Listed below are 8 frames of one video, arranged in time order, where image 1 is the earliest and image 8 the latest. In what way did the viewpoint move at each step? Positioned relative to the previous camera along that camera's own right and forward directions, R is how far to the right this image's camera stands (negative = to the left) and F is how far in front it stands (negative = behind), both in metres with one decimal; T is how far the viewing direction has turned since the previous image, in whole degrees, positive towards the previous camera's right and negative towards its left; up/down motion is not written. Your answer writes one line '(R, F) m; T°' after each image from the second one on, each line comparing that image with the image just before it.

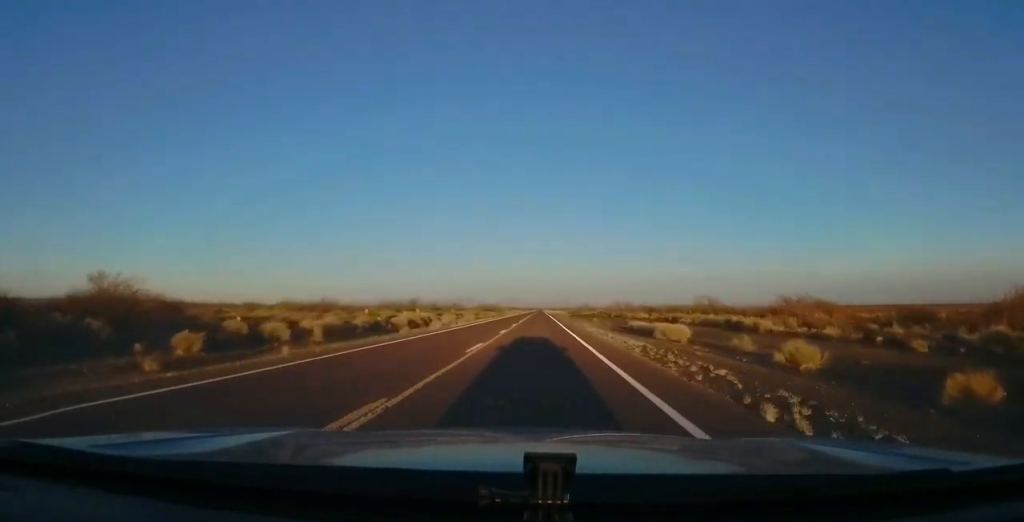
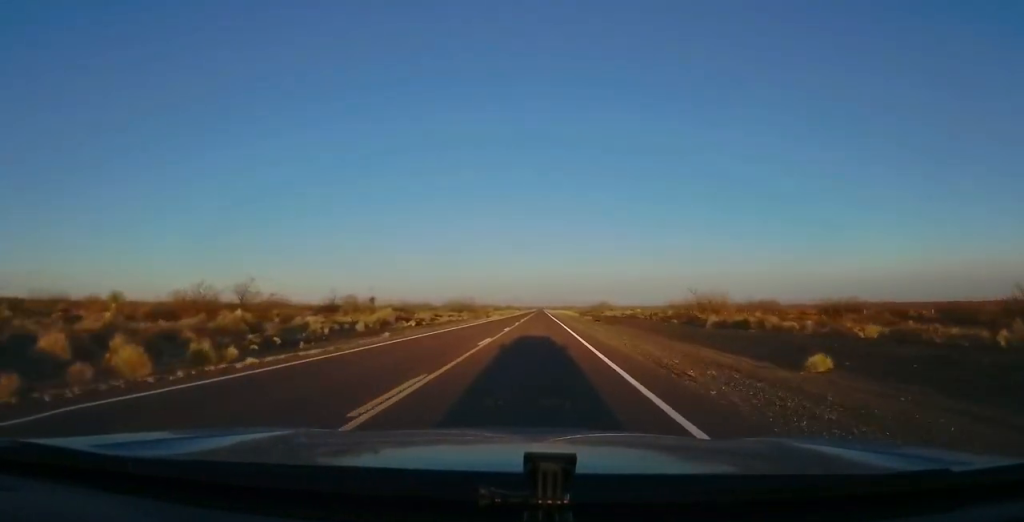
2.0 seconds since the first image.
(+0.4, +57.7) m; +1°
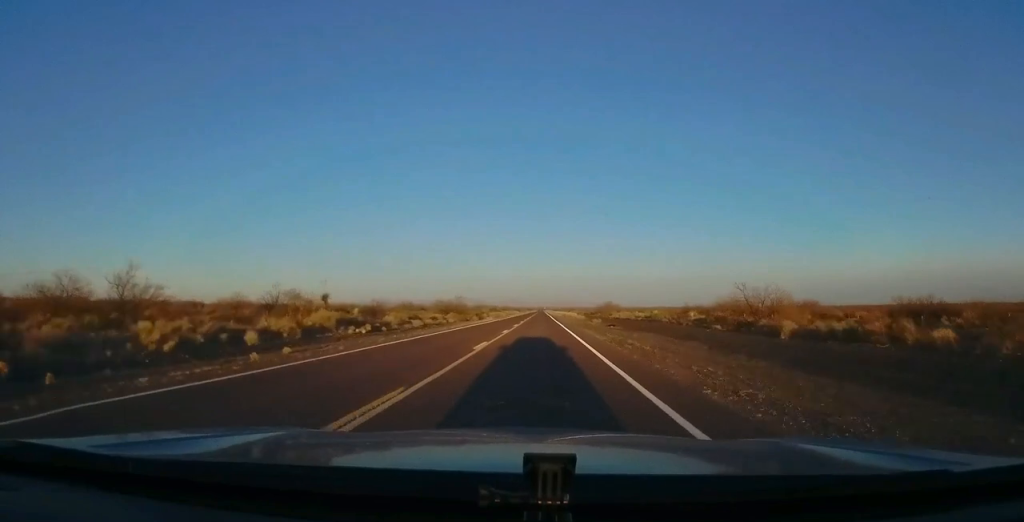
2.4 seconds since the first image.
(+0.3, +13.7) m; 0°
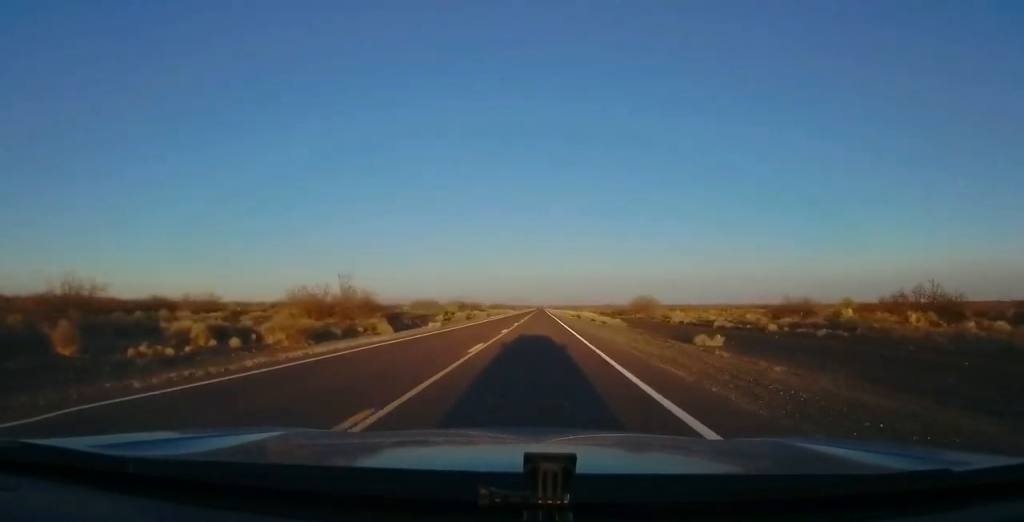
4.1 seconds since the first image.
(-0.2, +49.7) m; 0°
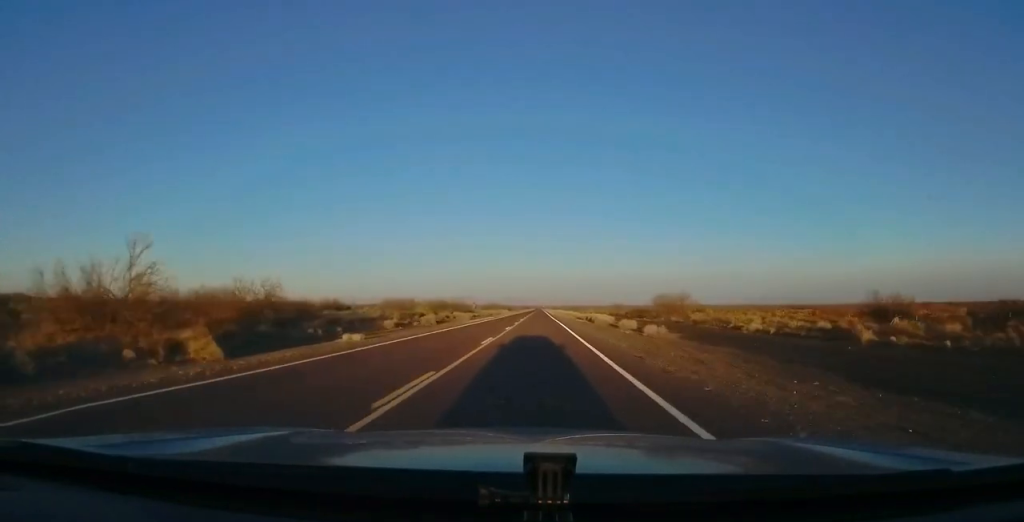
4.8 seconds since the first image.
(0.0, +20.5) m; 0°
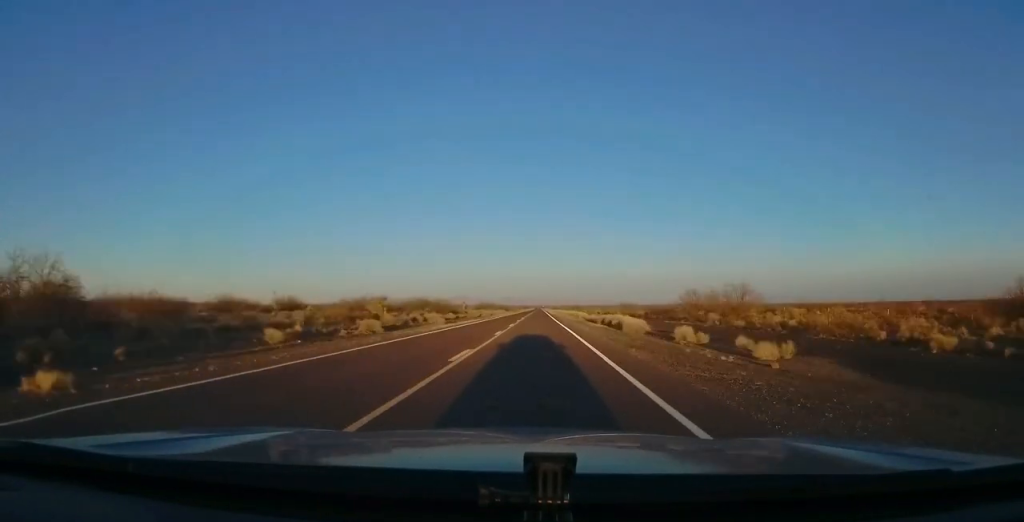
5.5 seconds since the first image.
(-0.2, +18.5) m; -1°
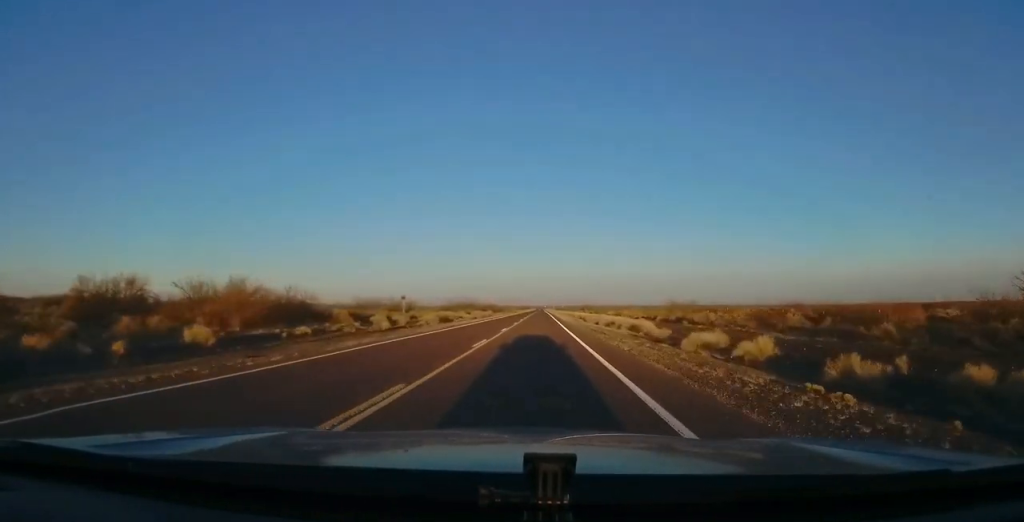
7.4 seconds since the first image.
(+0.9, +55.6) m; 0°
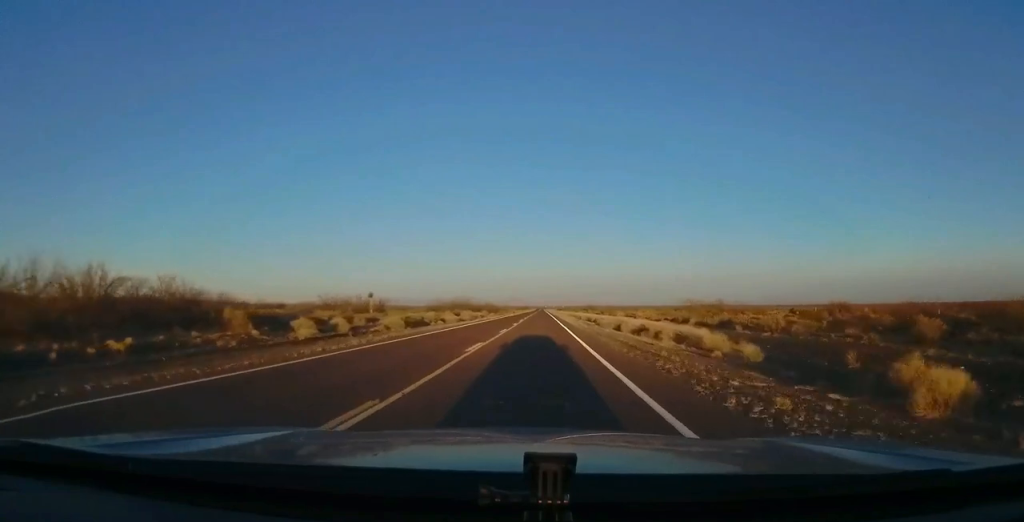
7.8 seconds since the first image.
(-0.3, +13.7) m; 0°
